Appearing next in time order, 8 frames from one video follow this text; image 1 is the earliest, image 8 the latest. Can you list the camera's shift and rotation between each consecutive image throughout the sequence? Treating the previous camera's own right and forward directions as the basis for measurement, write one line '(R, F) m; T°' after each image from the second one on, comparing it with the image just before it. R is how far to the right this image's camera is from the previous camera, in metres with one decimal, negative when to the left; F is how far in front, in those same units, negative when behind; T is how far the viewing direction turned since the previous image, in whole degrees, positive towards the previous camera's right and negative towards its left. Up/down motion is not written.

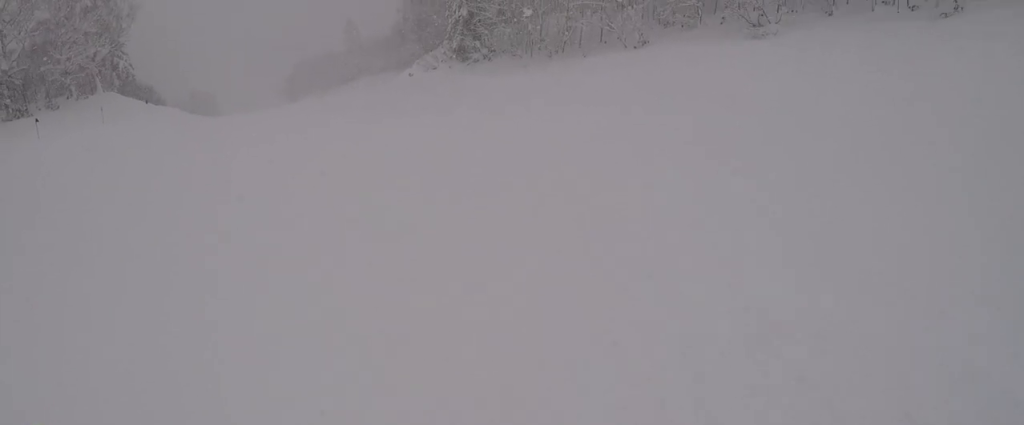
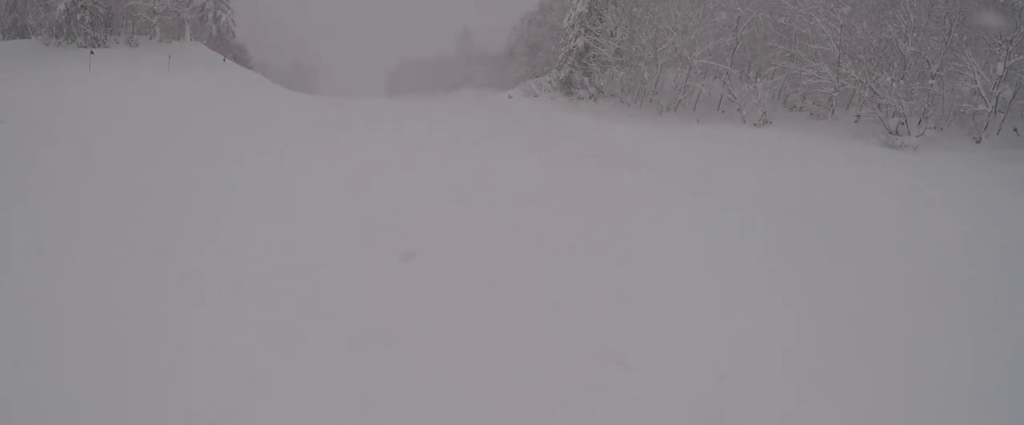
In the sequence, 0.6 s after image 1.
(-0.7, +4.3) m; -12°
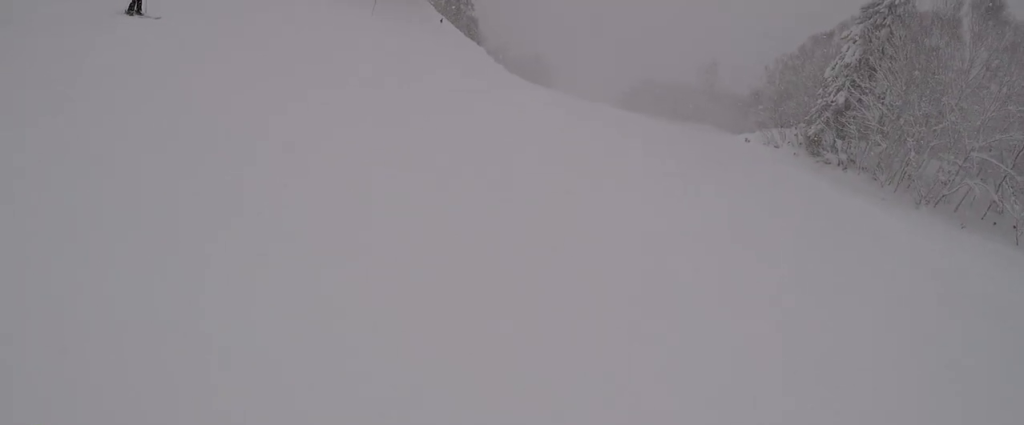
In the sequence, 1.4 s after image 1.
(-1.0, +5.9) m; -16°
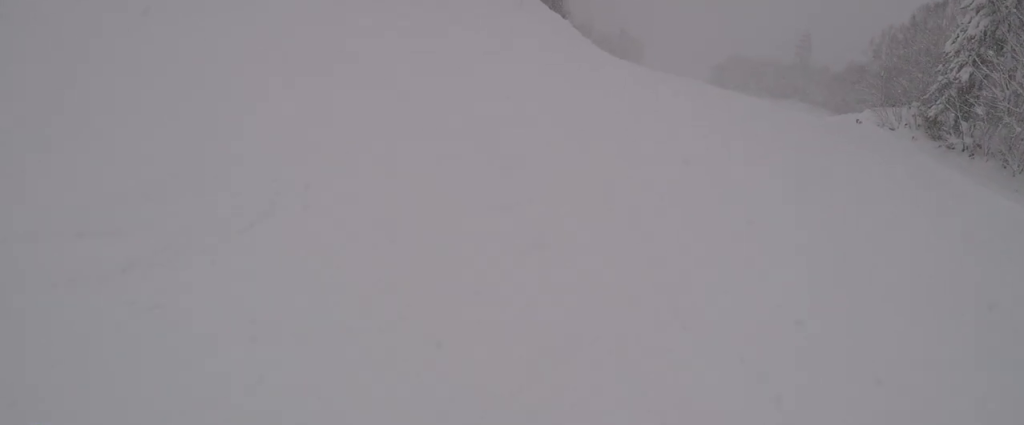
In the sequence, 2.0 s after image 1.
(-0.6, +4.2) m; -6°
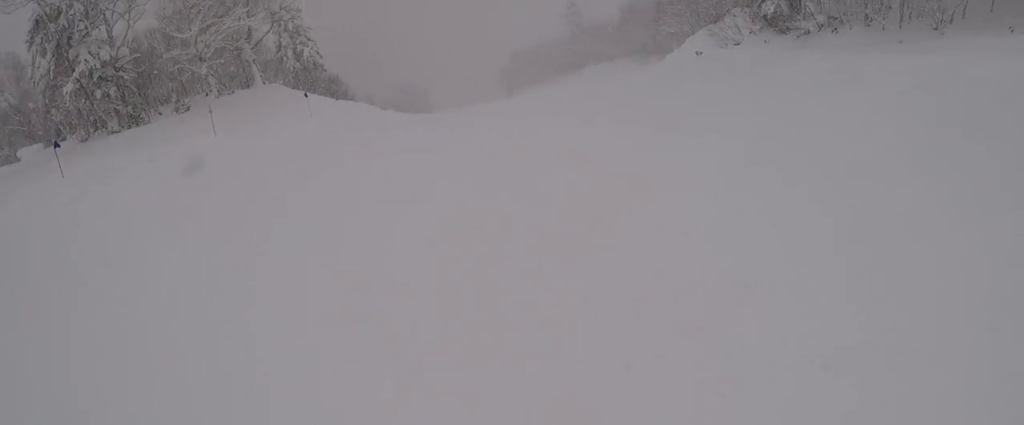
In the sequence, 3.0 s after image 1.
(-0.2, +7.7) m; +12°
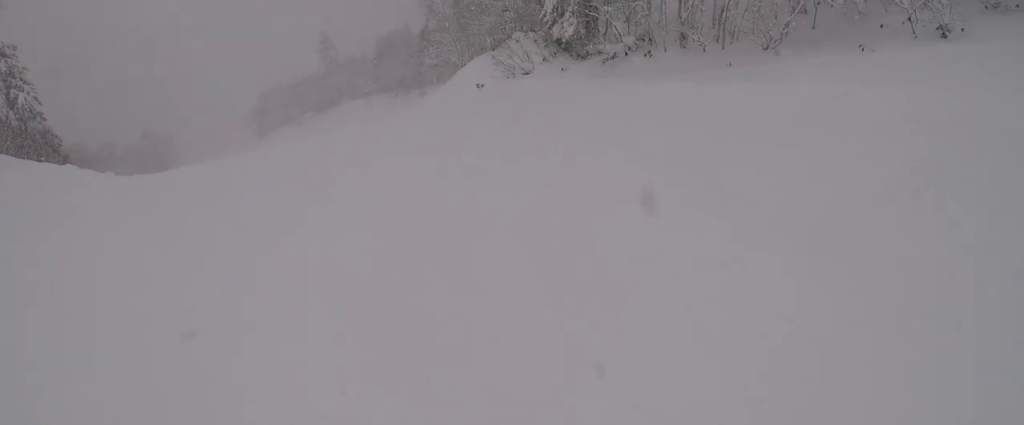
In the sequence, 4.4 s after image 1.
(+2.4, +9.2) m; +14°
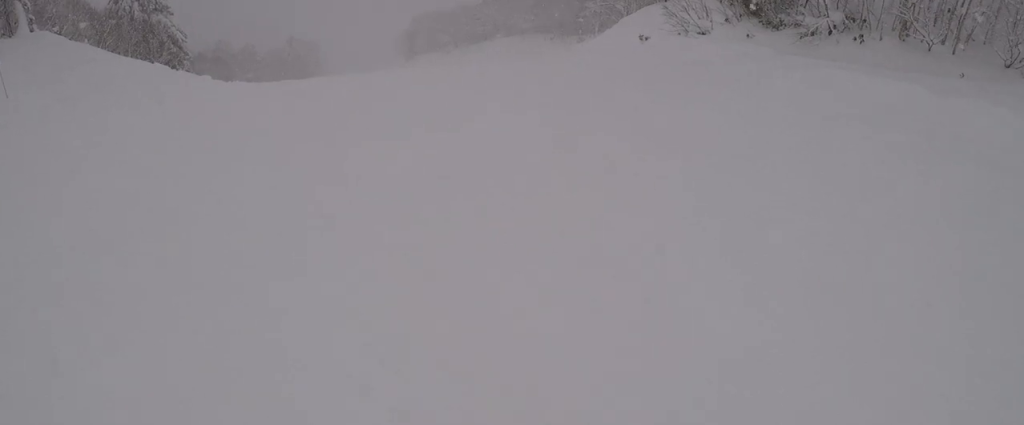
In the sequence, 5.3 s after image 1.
(-0.2, +5.4) m; -3°
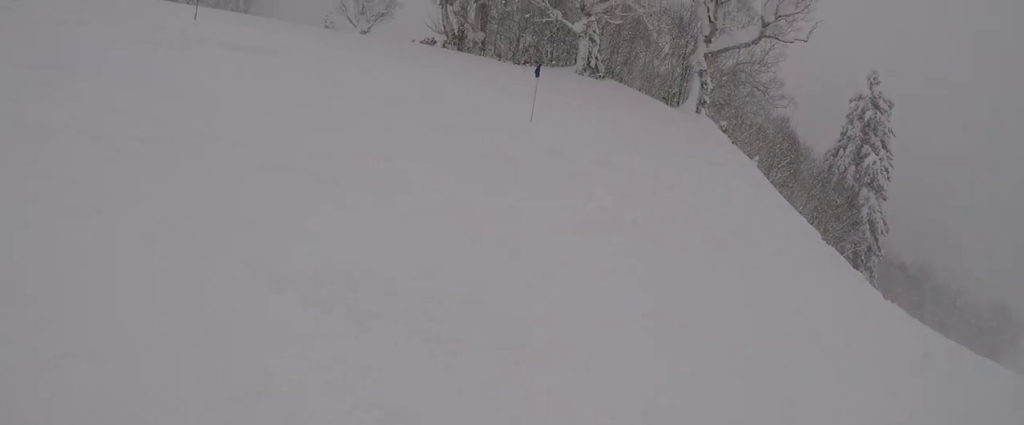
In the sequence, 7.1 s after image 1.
(-1.7, +9.0) m; -41°
